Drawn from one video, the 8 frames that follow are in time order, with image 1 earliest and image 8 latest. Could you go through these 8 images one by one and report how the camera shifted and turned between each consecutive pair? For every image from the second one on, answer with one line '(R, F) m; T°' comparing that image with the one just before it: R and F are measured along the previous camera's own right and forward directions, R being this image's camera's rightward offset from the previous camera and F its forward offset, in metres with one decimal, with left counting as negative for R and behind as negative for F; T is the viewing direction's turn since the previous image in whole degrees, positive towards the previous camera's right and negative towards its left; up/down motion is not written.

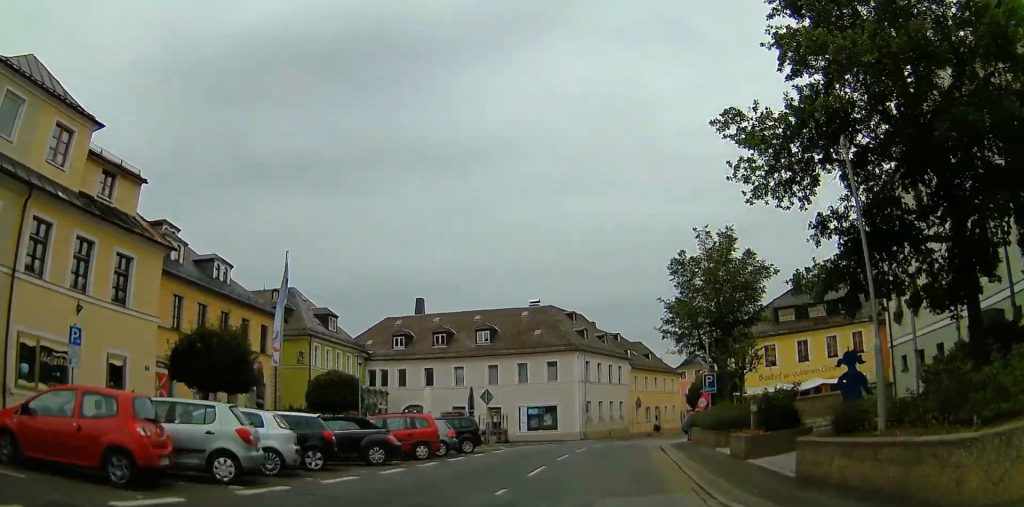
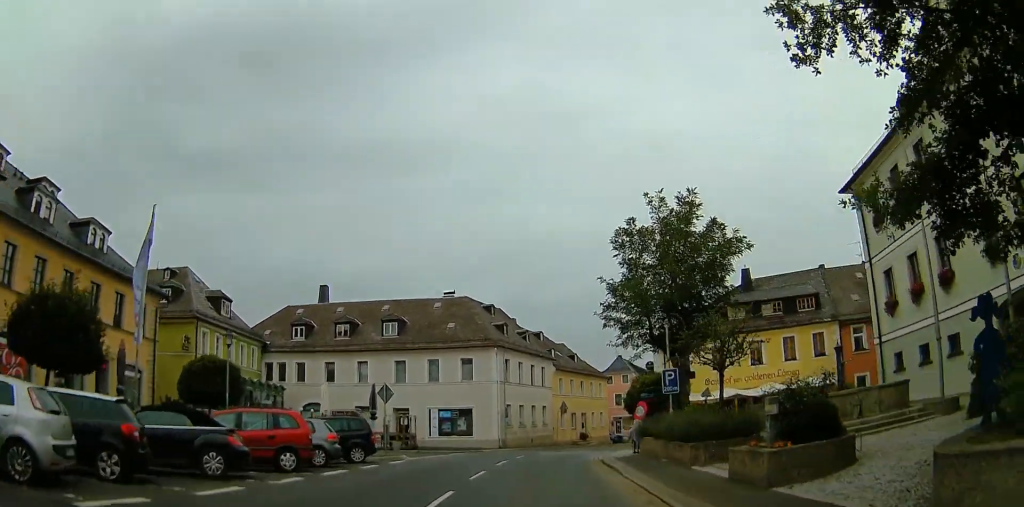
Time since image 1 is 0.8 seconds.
(+1.2, +5.1) m; +6°
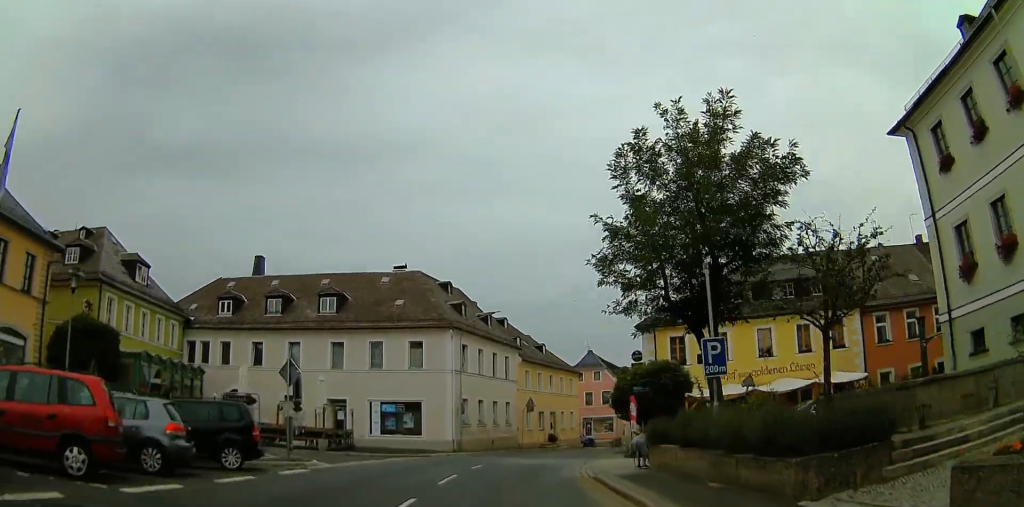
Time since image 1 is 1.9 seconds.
(-0.3, +6.9) m; +3°
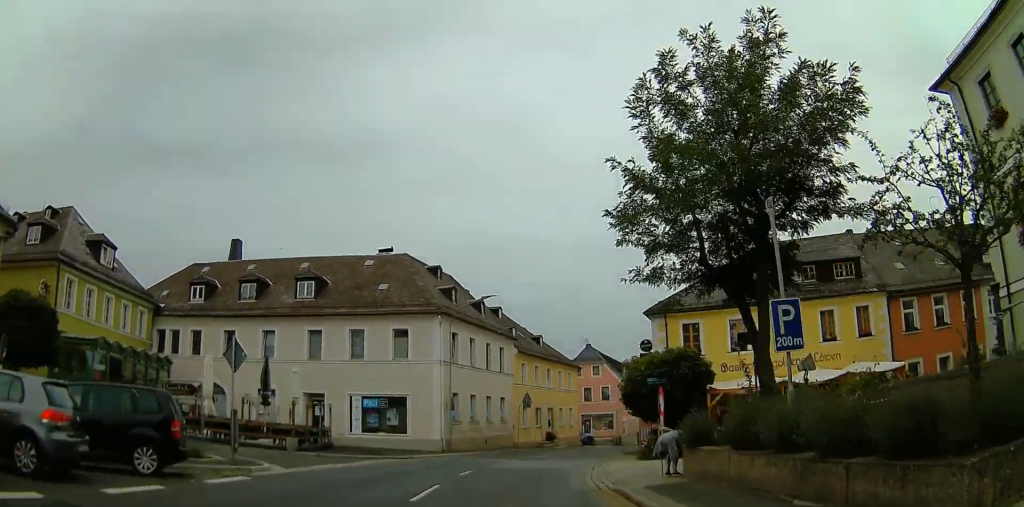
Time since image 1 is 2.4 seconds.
(+0.2, +3.4) m; +3°
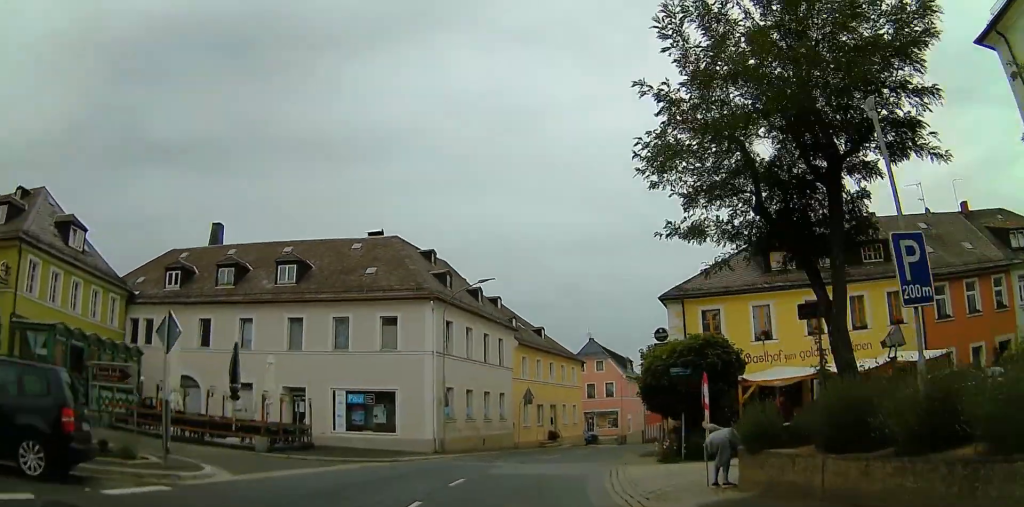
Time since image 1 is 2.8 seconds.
(+0.3, +3.2) m; +4°
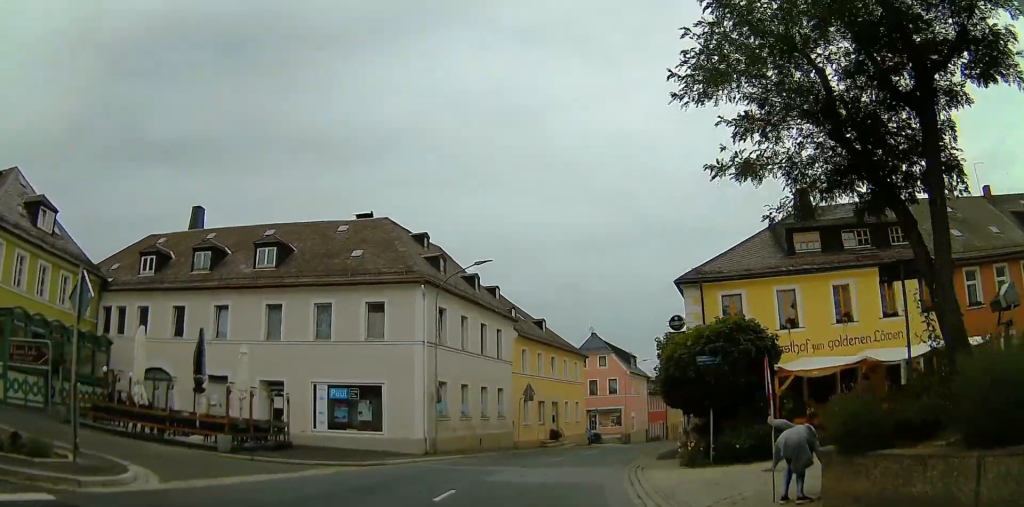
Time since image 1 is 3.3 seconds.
(+0.1, +2.9) m; +2°
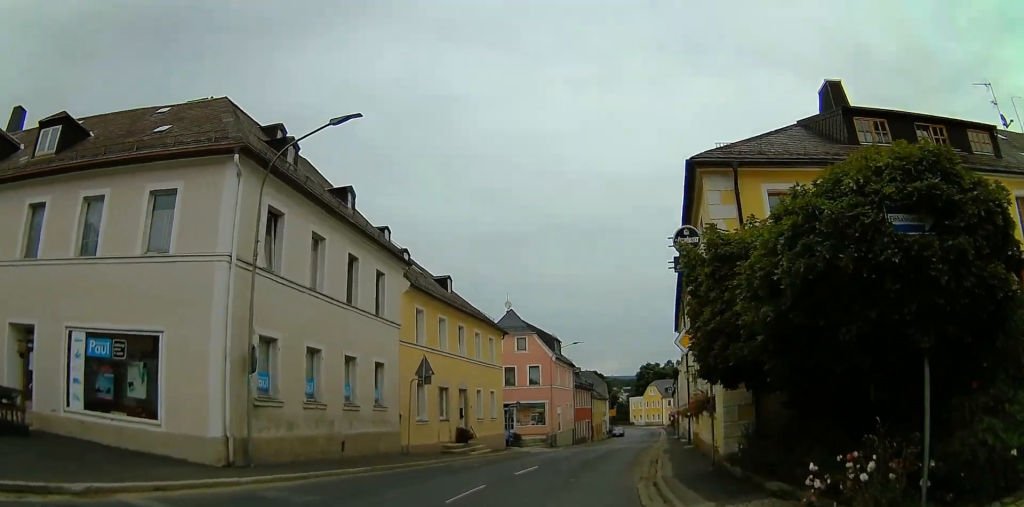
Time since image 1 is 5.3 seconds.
(+0.8, +12.7) m; +9°
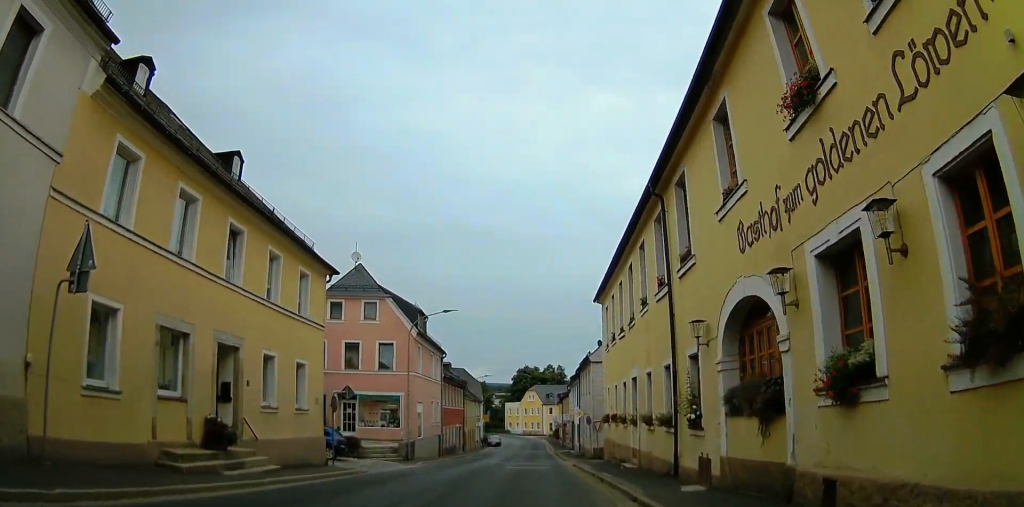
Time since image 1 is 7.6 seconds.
(+0.1, +13.5) m; +5°
